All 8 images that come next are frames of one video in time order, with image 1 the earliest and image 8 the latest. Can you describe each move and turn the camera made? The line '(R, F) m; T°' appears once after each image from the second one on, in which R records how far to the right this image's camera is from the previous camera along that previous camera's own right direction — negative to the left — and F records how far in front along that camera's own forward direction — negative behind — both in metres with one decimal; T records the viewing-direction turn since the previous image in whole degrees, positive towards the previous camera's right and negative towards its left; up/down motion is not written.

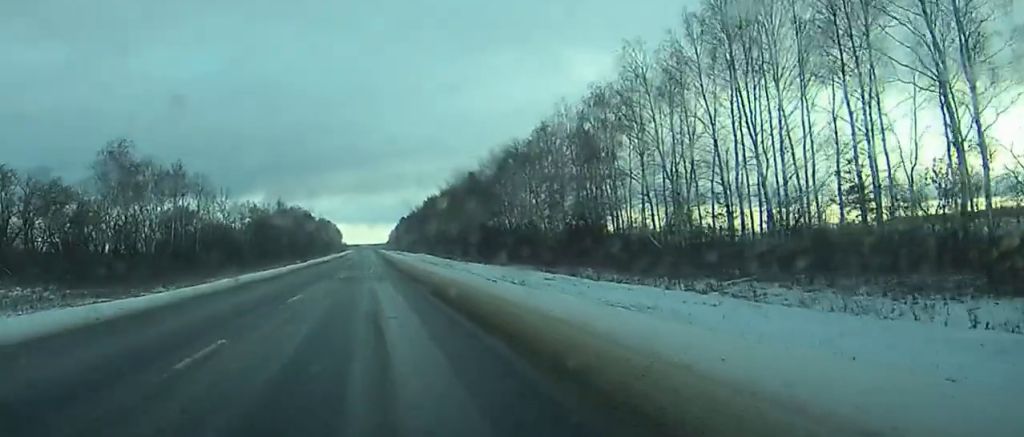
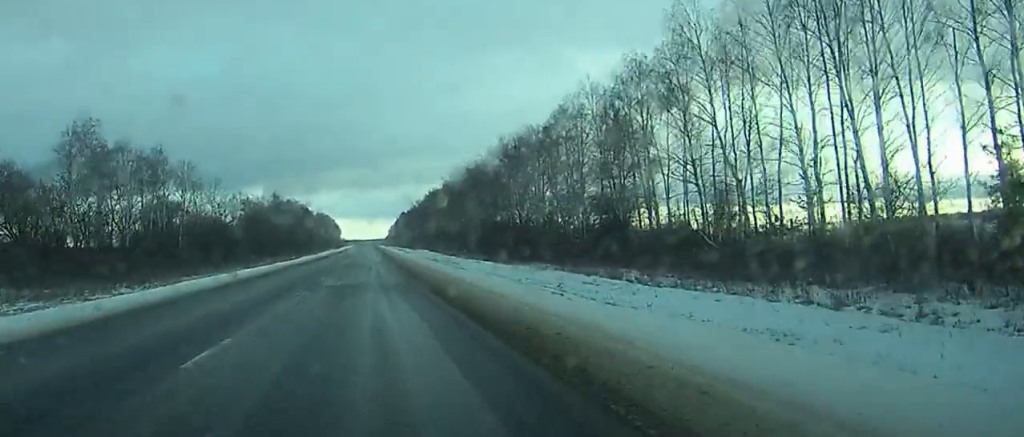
(+0.3, +11.9) m; +1°
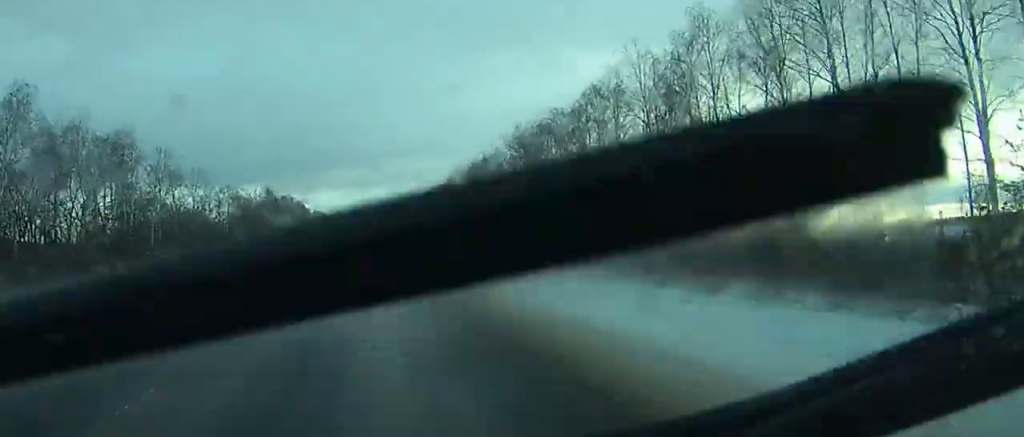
(0.0, +16.3) m; 0°
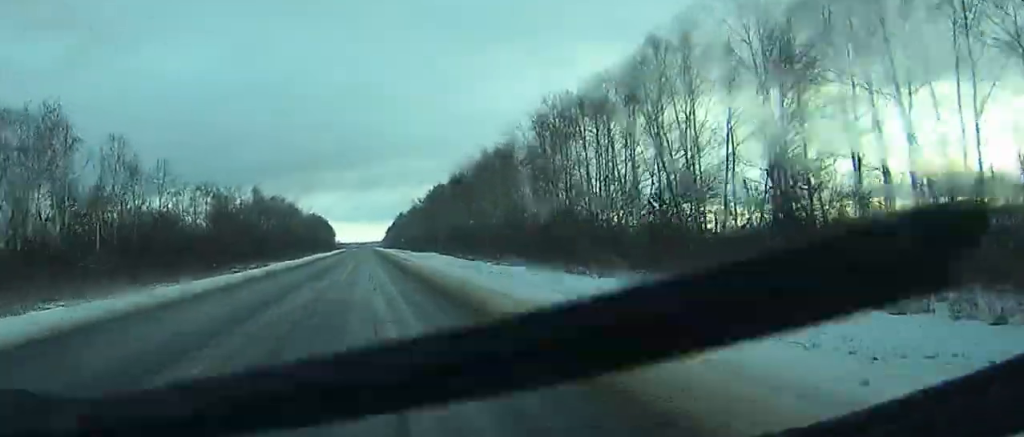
(0.0, +22.3) m; -2°
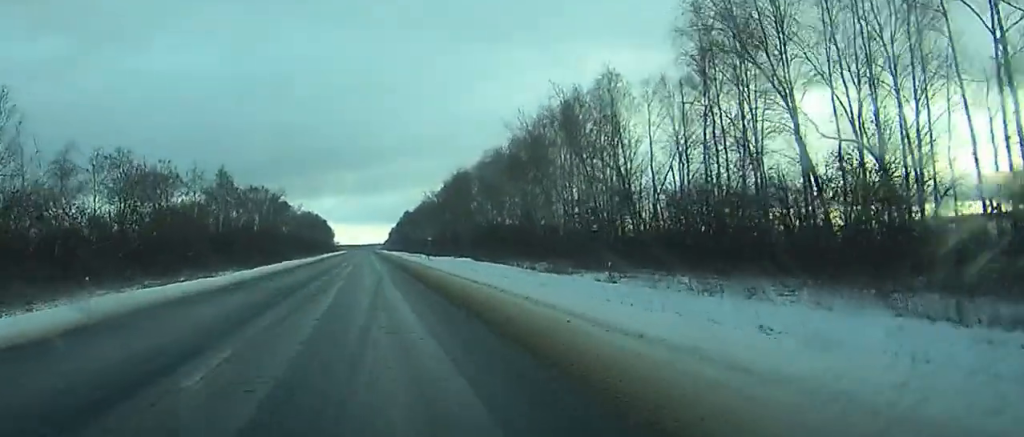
(-1.7, +58.8) m; -1°
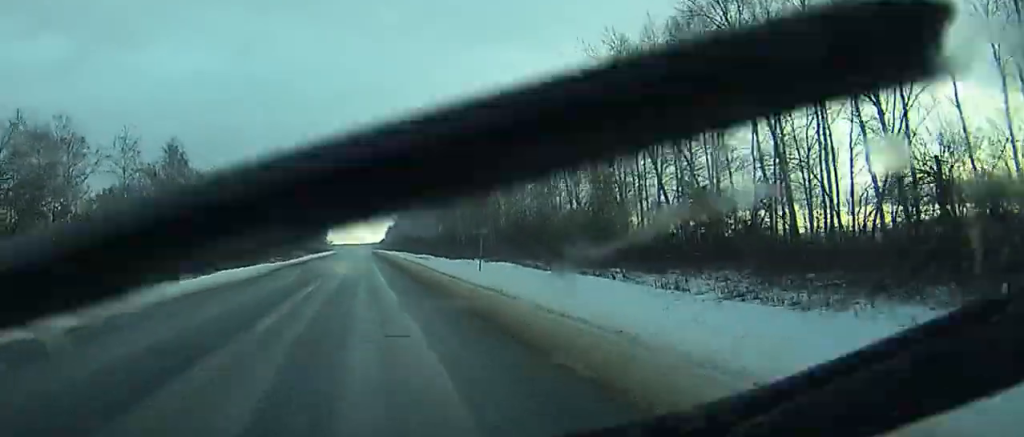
(0.0, +43.5) m; -1°
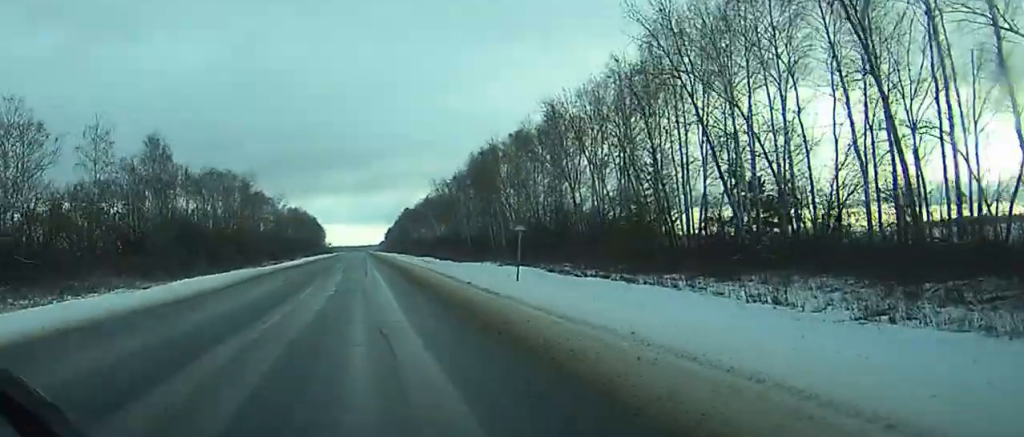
(+0.2, +12.0) m; -1°
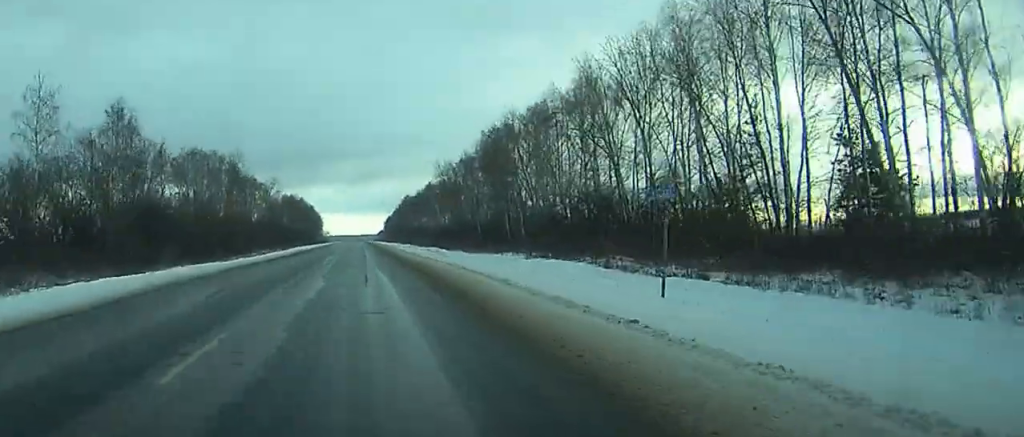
(-0.5, +16.9) m; +2°
